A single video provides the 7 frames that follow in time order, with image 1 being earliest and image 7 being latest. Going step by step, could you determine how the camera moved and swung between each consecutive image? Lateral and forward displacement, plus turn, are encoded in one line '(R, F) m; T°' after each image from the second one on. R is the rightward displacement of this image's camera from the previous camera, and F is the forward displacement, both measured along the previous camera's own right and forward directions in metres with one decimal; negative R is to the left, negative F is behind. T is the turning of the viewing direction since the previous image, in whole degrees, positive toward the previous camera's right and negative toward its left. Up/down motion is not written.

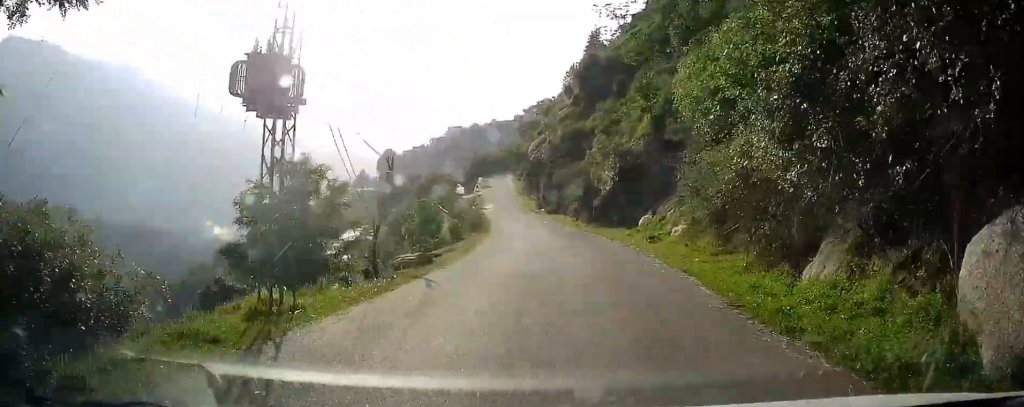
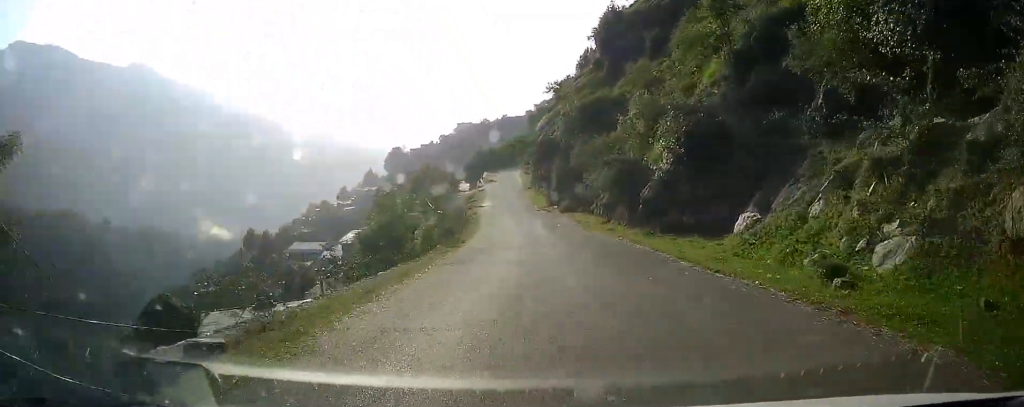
(0.0, +14.1) m; -1°
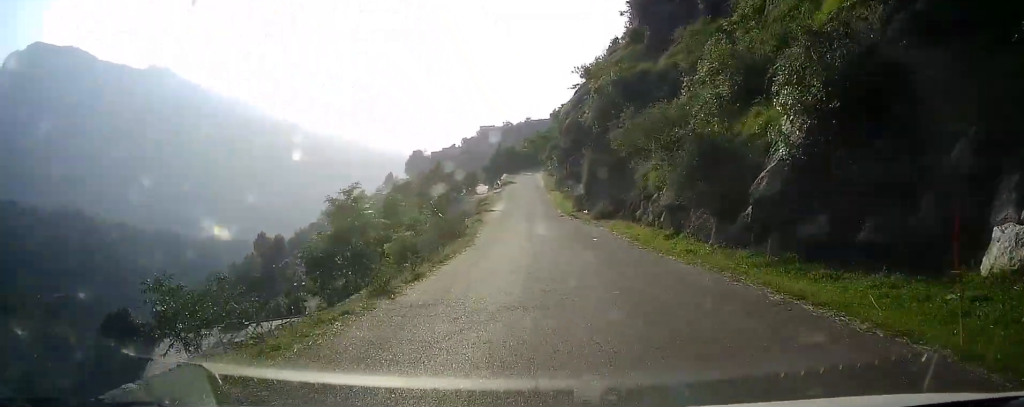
(-0.1, +9.7) m; -1°
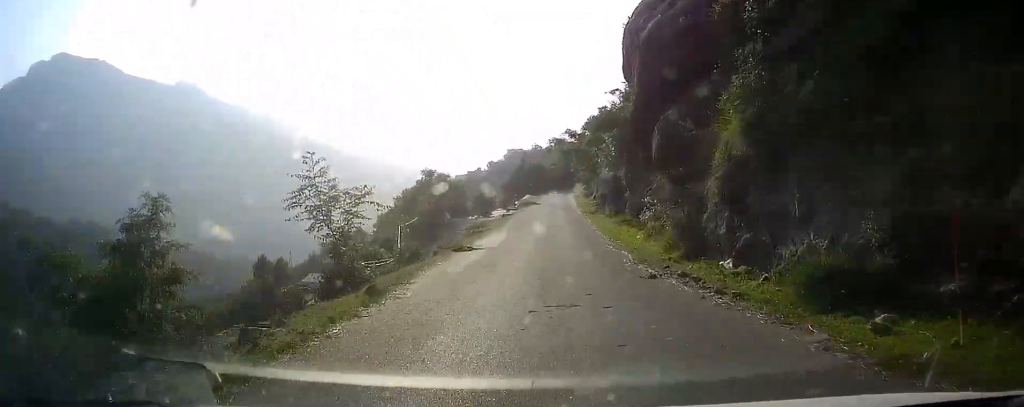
(-0.2, +21.8) m; -1°
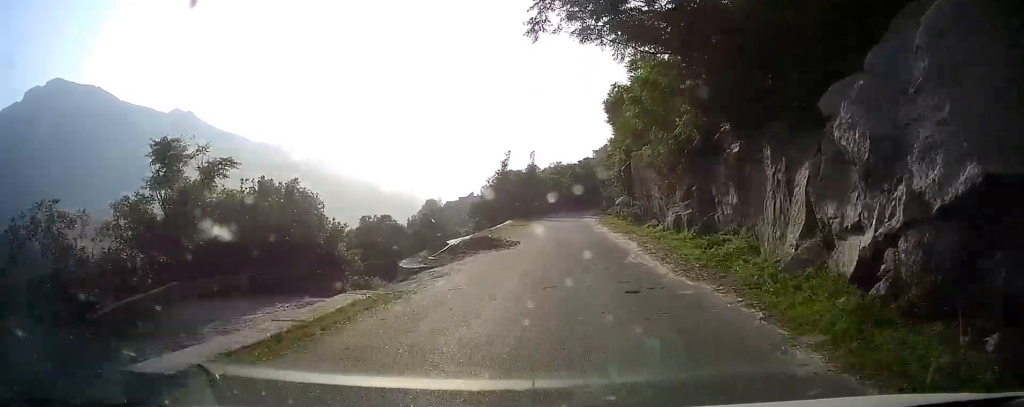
(-0.7, +41.2) m; -1°
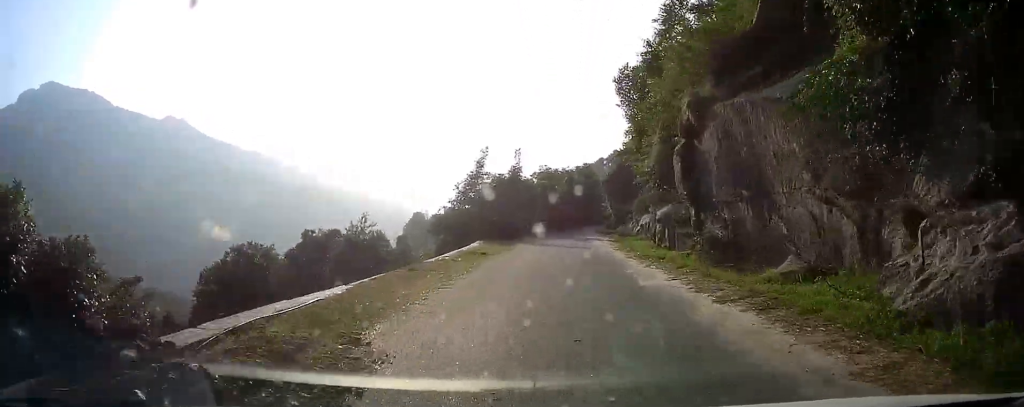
(+0.3, +17.9) m; +1°
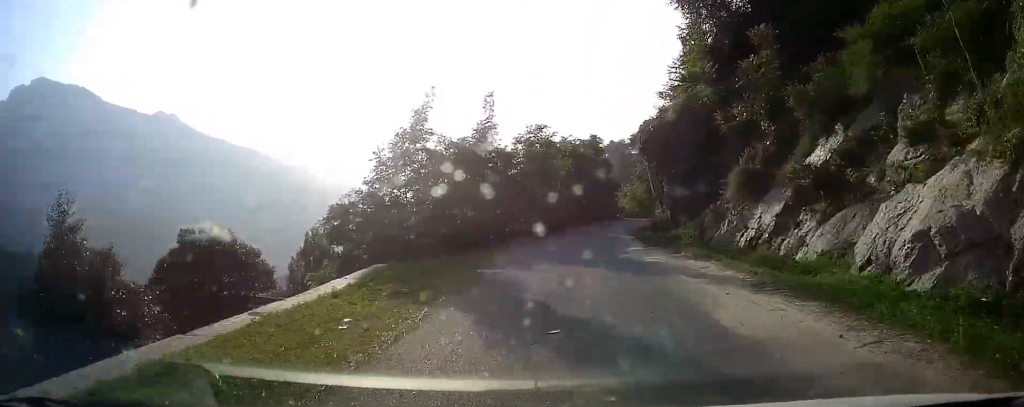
(-0.2, +22.2) m; 0°
